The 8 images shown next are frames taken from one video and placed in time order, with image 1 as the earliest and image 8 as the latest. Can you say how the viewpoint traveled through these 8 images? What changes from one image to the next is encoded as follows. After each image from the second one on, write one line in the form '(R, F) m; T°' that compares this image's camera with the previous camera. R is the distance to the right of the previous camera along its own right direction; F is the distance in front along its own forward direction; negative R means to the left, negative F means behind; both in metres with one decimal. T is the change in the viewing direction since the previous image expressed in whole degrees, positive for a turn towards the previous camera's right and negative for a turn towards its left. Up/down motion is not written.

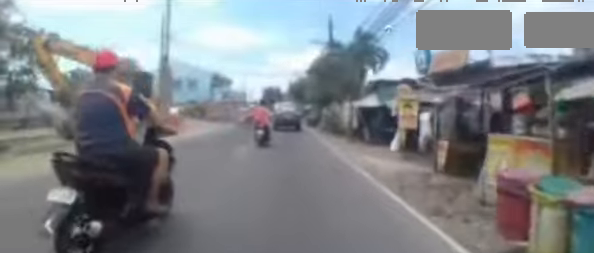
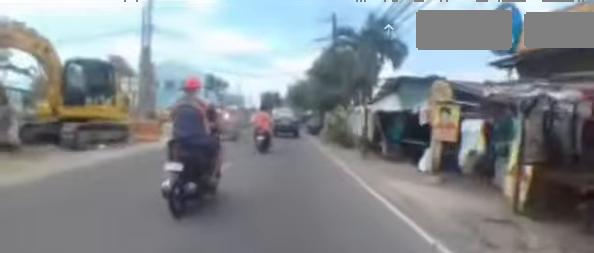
(+0.4, +2.8) m; 0°
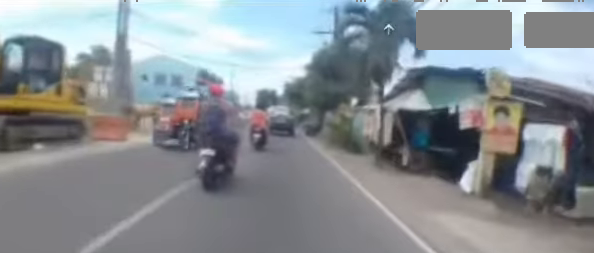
(+0.2, +2.7) m; -1°
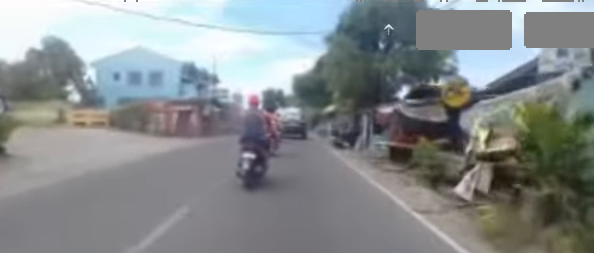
(-1.2, +10.9) m; -3°
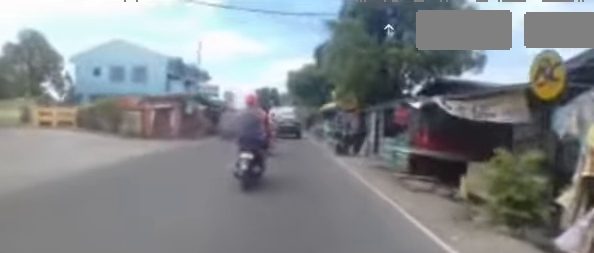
(+0.3, +2.8) m; 0°
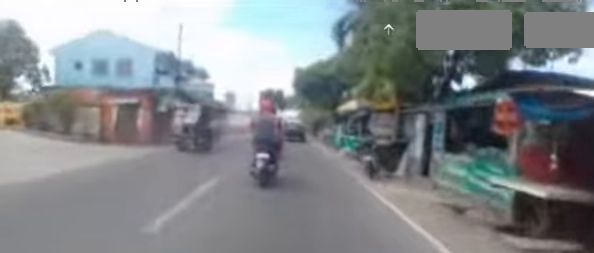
(-0.5, +4.7) m; +1°
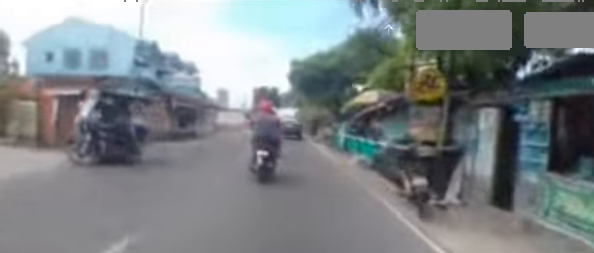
(+0.3, +3.5) m; +1°
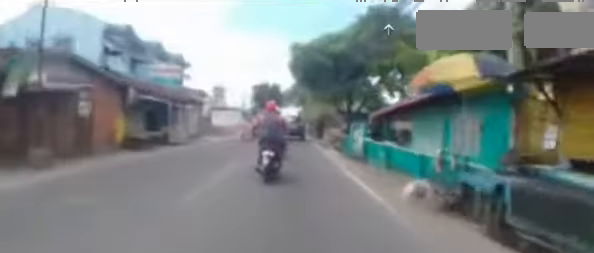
(-0.1, +4.4) m; -3°
